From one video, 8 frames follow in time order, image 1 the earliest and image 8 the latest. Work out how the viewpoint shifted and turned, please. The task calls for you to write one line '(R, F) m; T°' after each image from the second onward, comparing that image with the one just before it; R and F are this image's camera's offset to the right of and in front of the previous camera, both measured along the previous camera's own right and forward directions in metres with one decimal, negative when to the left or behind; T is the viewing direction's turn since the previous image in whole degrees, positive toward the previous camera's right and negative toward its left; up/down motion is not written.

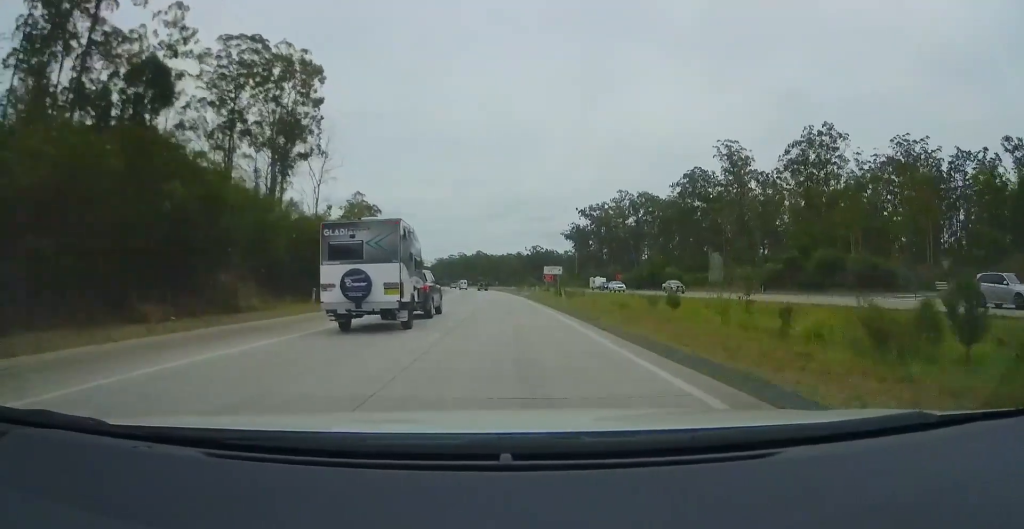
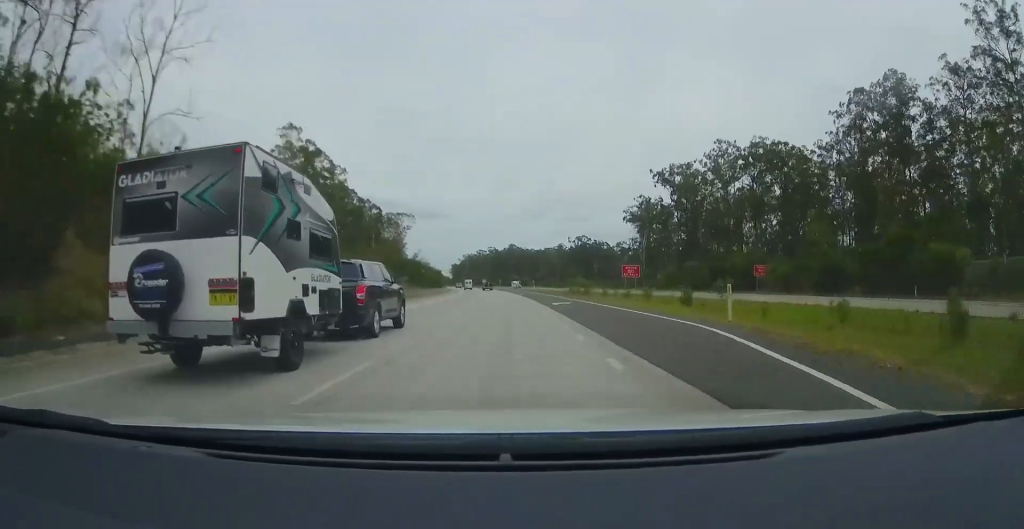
(-4.3, +67.1) m; -6°
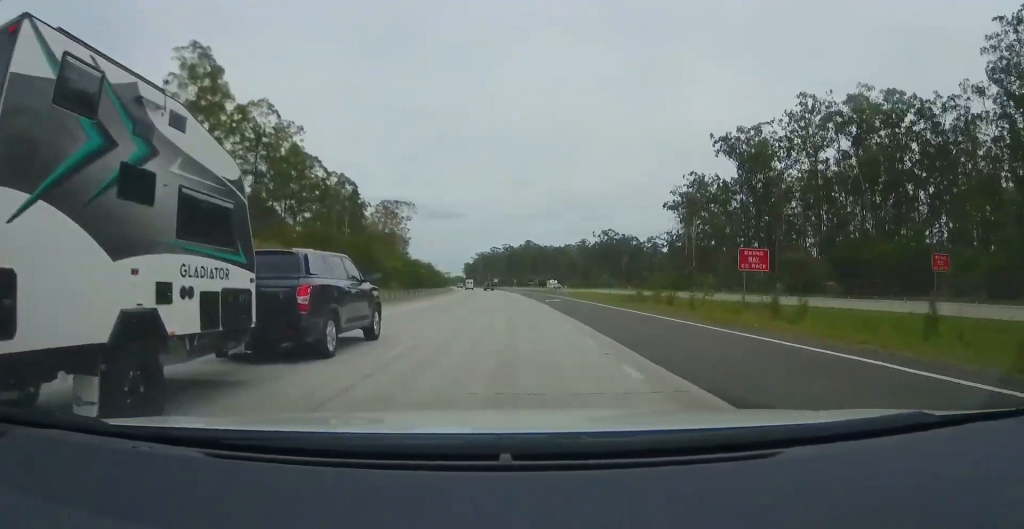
(-0.2, +34.2) m; -1°
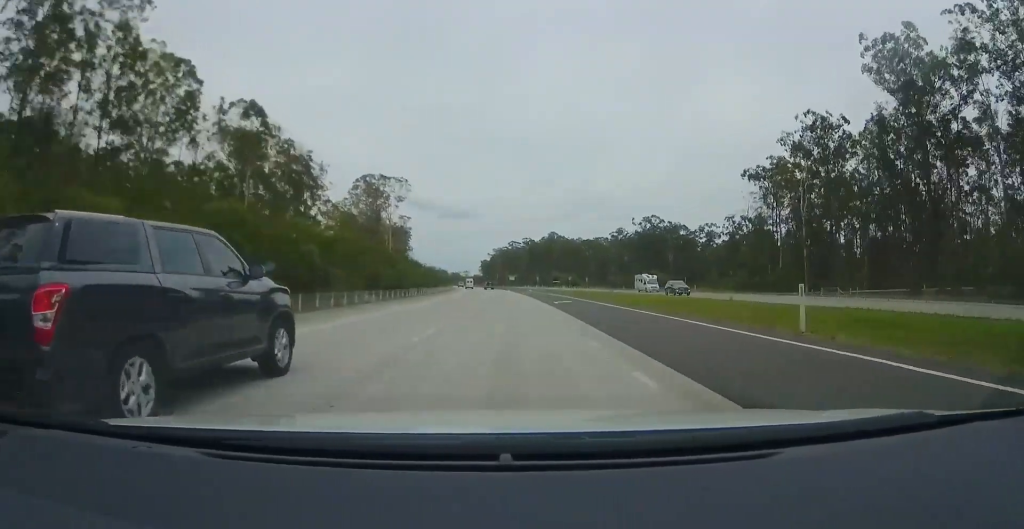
(-0.6, +44.9) m; -2°
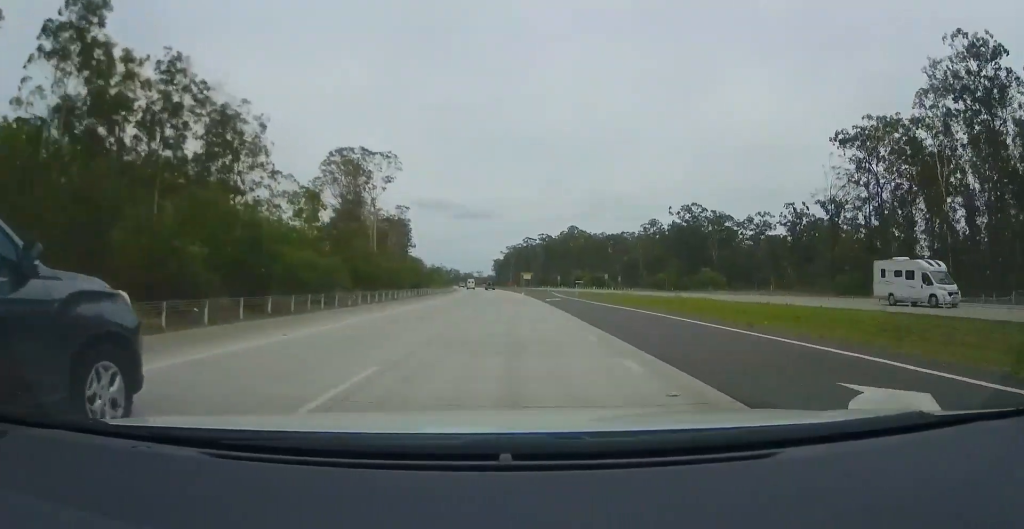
(-0.3, +31.5) m; -1°
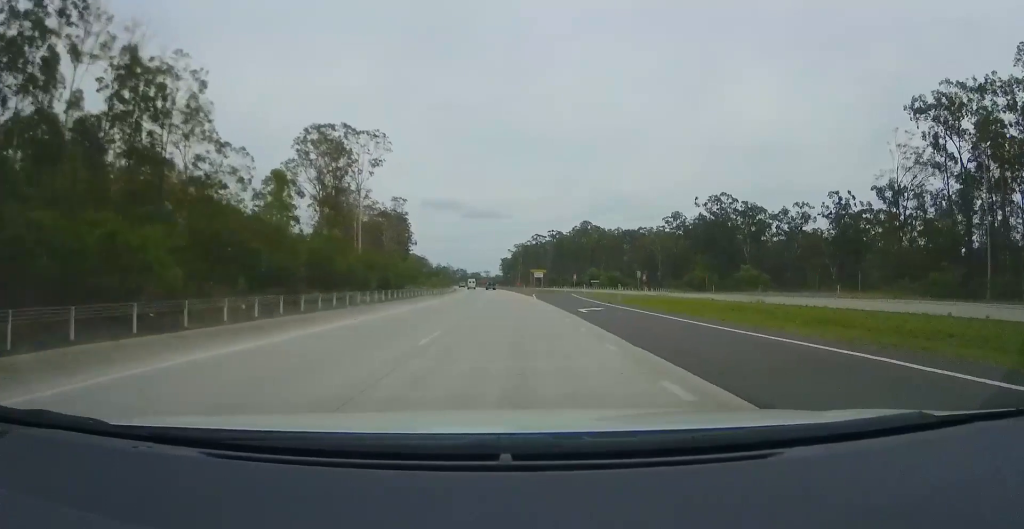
(+0.2, +18.2) m; -1°
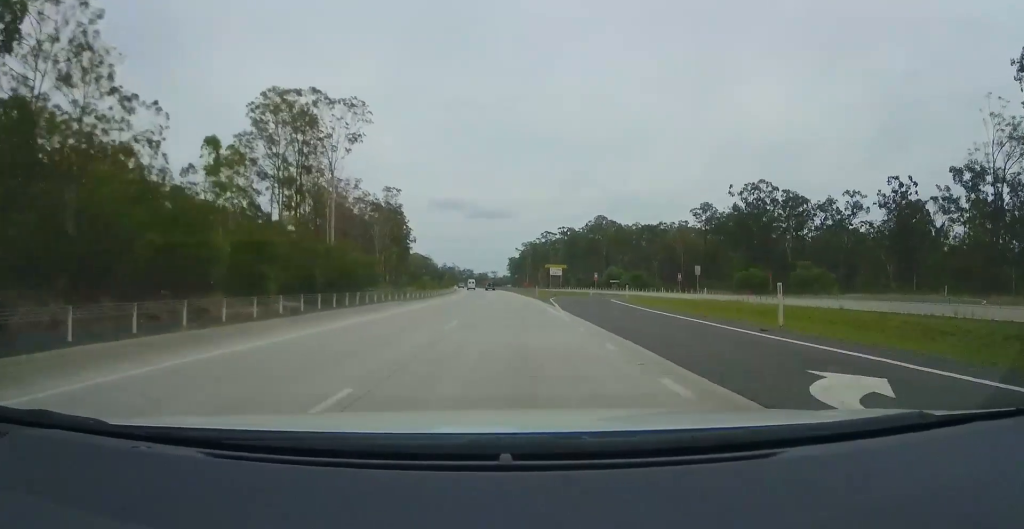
(-0.7, +20.6) m; -2°
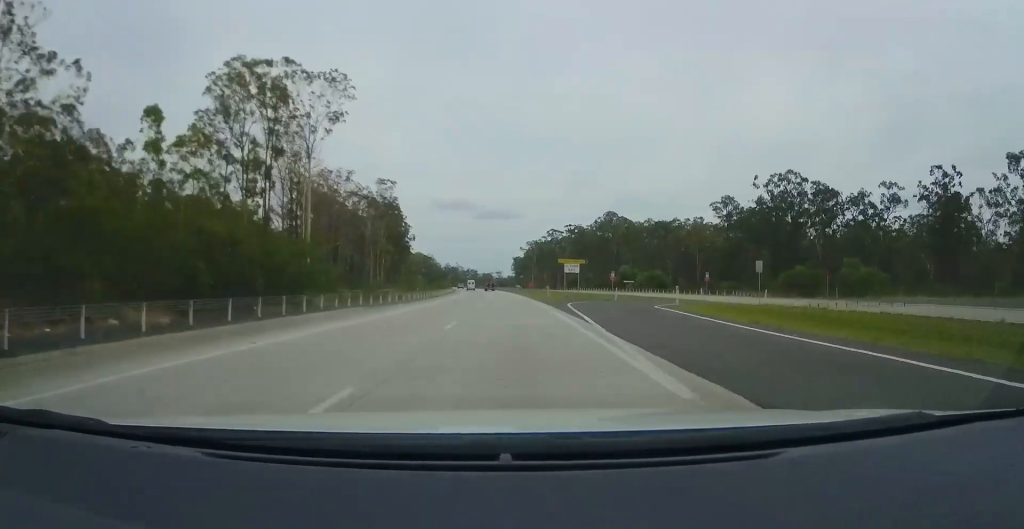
(-0.1, +12.1) m; -1°
